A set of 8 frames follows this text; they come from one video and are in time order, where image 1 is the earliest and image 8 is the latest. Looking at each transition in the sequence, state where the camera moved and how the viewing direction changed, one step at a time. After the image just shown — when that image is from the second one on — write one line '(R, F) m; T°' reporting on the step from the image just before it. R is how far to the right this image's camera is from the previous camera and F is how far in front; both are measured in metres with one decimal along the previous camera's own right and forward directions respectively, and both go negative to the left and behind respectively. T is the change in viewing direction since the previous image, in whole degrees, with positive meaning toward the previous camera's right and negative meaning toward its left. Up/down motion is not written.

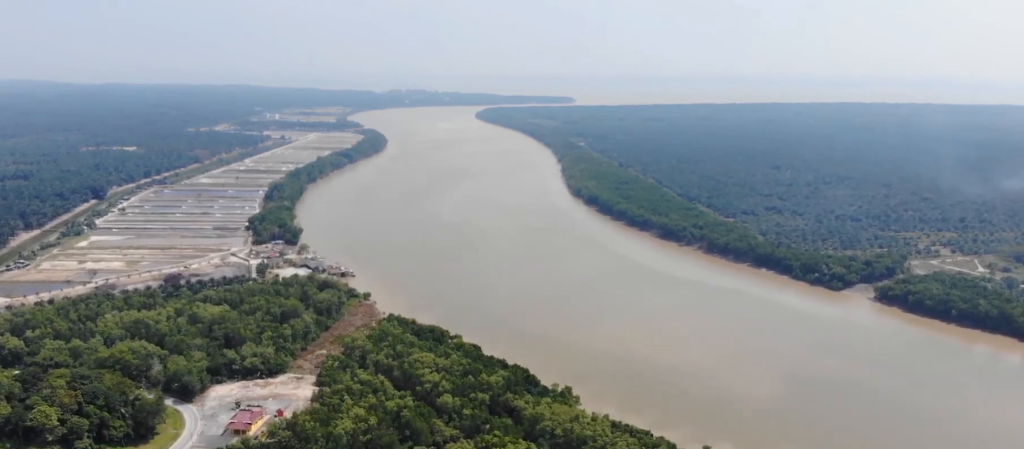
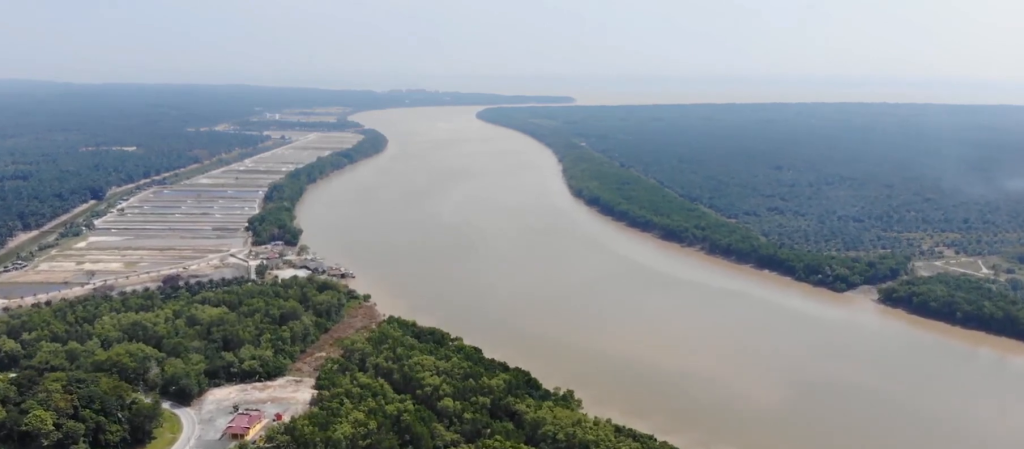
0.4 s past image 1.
(0.0, +4.6) m; 0°
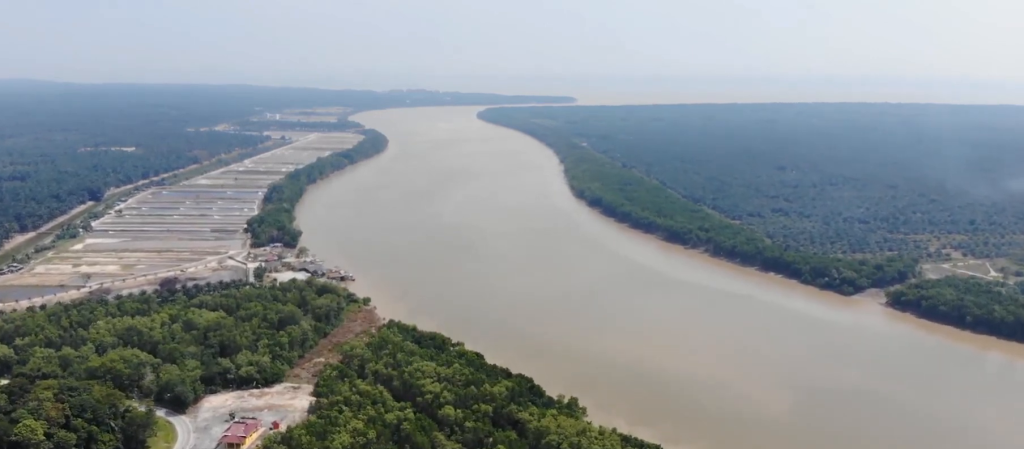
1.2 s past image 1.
(0.0, +9.5) m; 0°
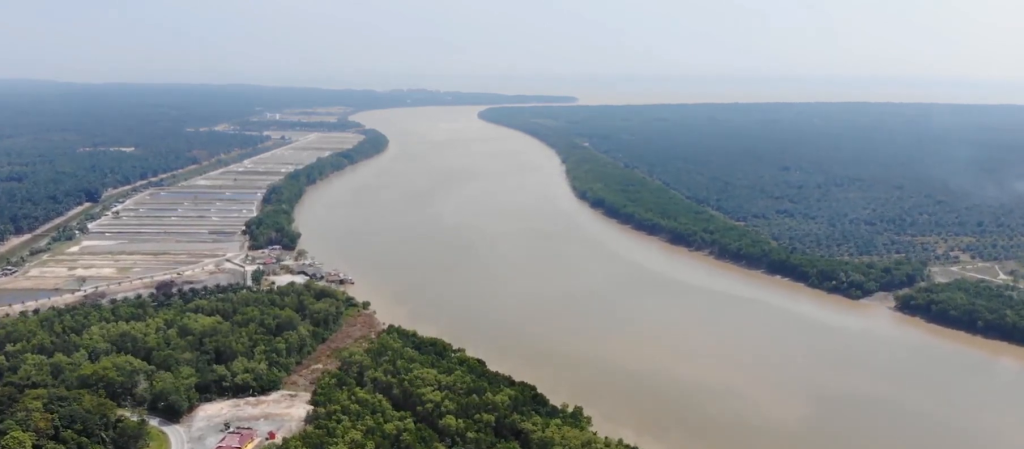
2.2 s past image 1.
(0.0, +10.9) m; 0°
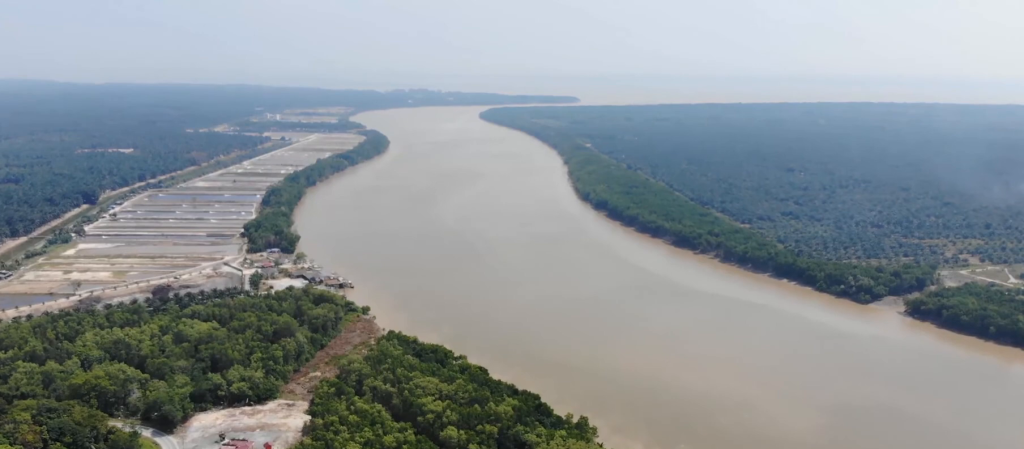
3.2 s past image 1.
(0.0, +11.3) m; 0°
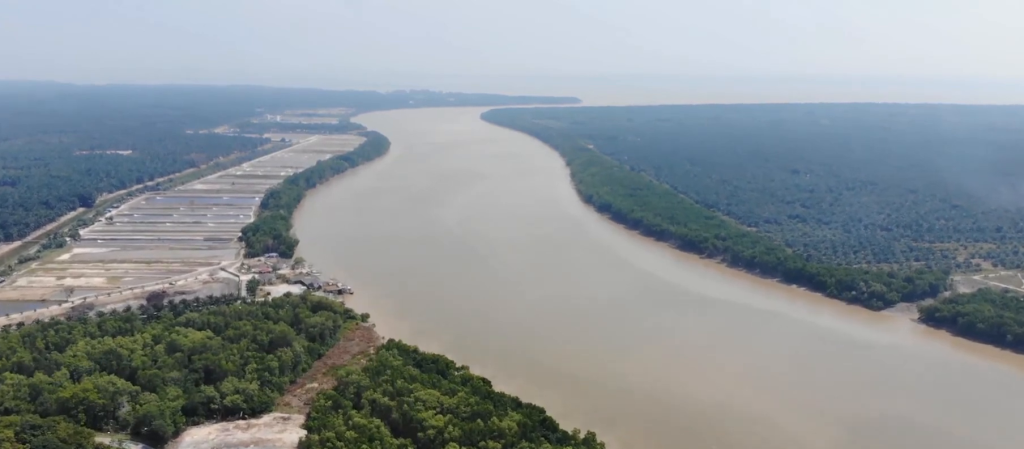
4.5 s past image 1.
(0.0, +14.9) m; 0°
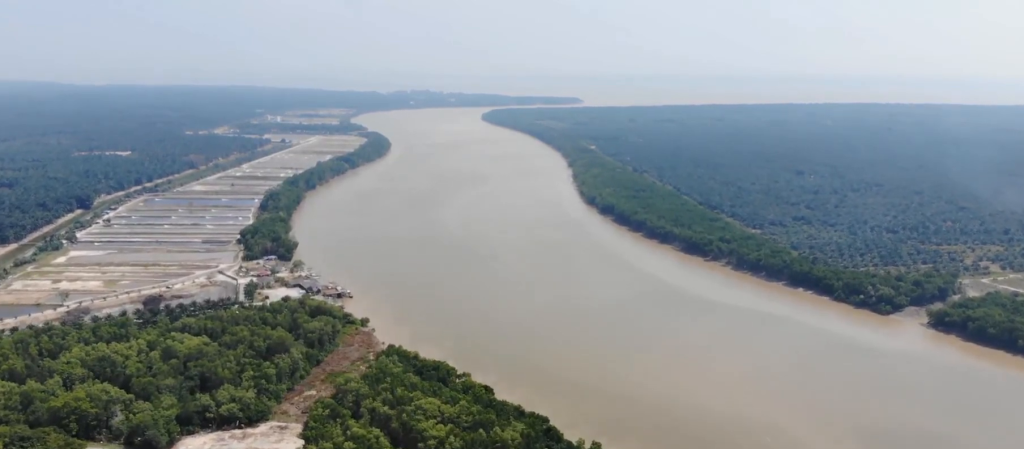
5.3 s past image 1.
(0.0, +9.6) m; 0°
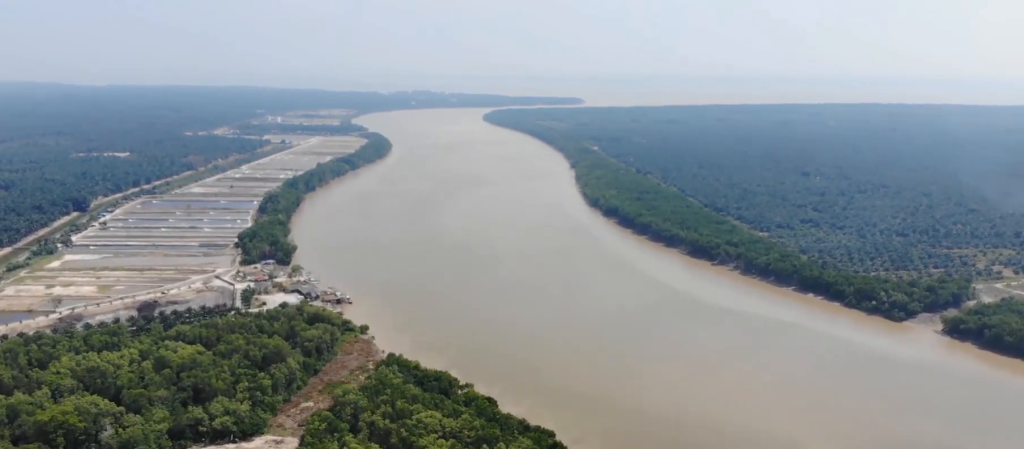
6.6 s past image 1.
(0.0, +14.6) m; 0°
